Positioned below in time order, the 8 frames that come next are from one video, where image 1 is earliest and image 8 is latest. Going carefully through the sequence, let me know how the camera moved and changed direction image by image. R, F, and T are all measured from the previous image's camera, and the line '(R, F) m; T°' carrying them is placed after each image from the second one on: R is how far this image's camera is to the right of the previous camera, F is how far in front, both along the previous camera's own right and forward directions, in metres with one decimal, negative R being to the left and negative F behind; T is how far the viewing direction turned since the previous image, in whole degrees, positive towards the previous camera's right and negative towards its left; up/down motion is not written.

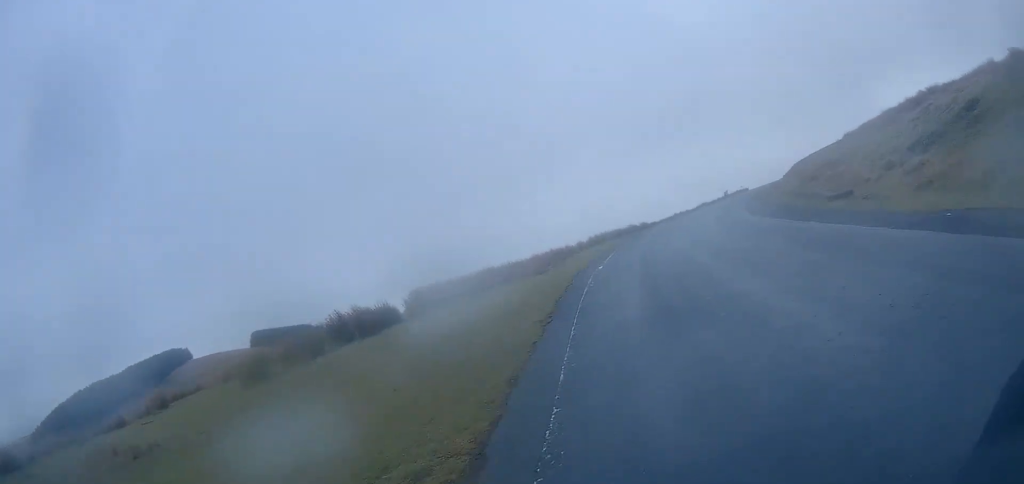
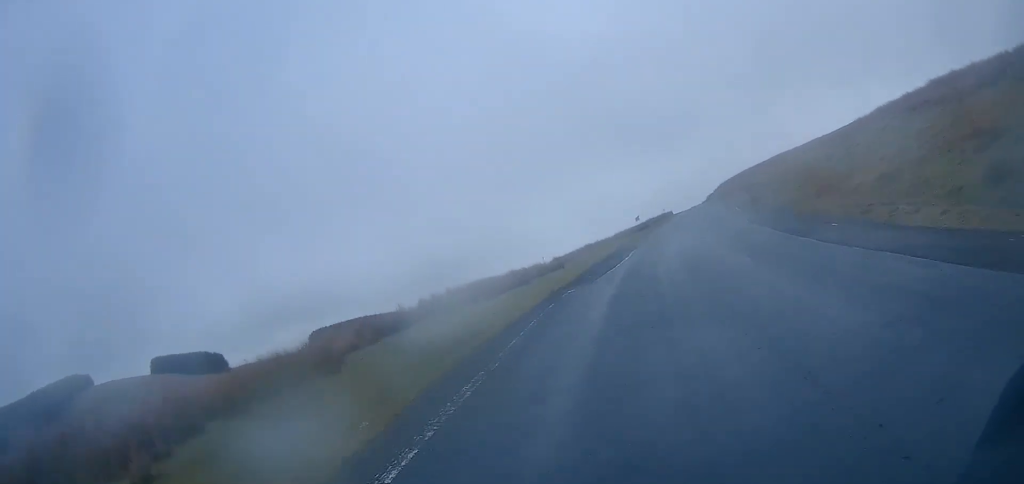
(+1.6, +20.3) m; +9°
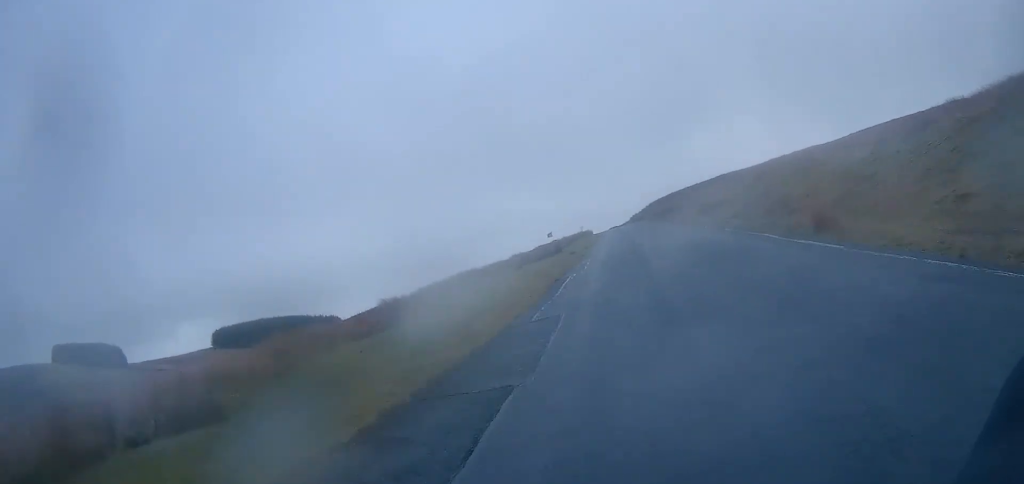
(+0.9, +19.4) m; +4°
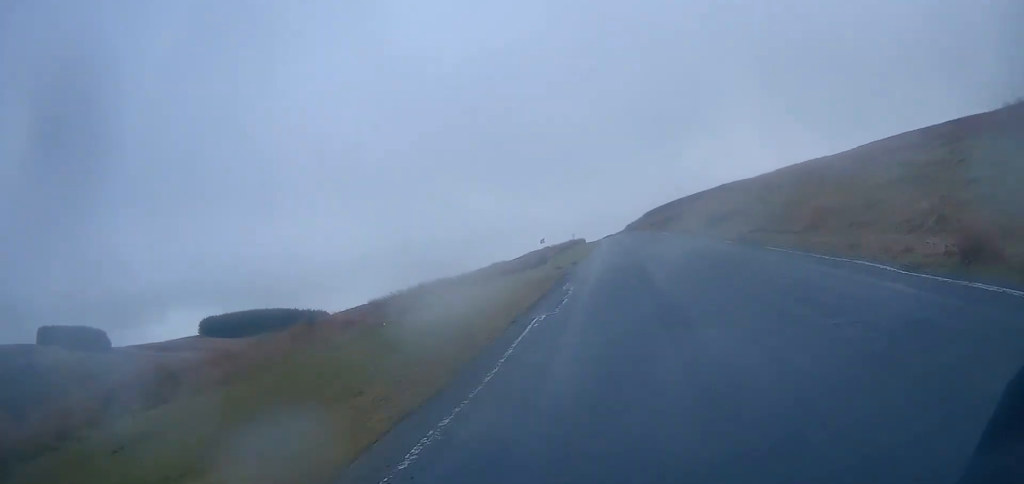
(0.0, +5.8) m; +1°
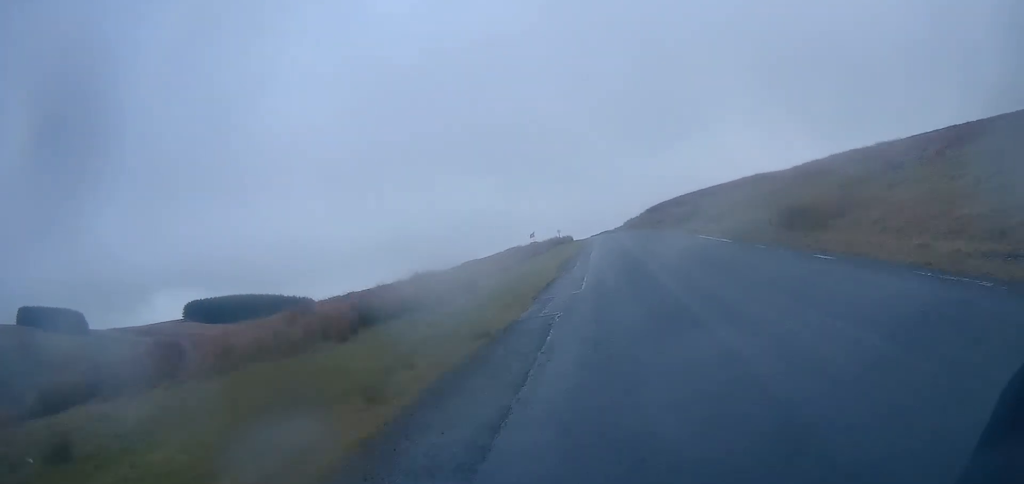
(+0.4, +16.6) m; +2°
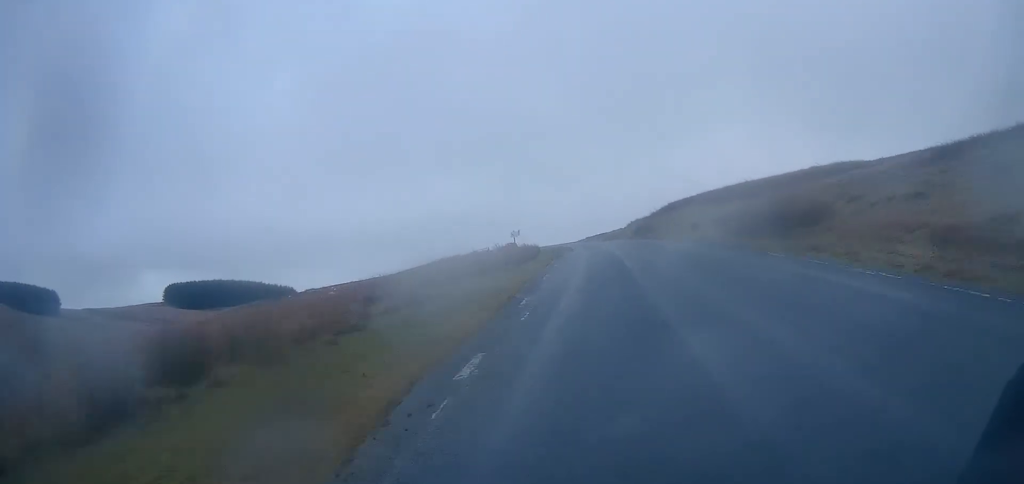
(+0.7, +27.5) m; +2°
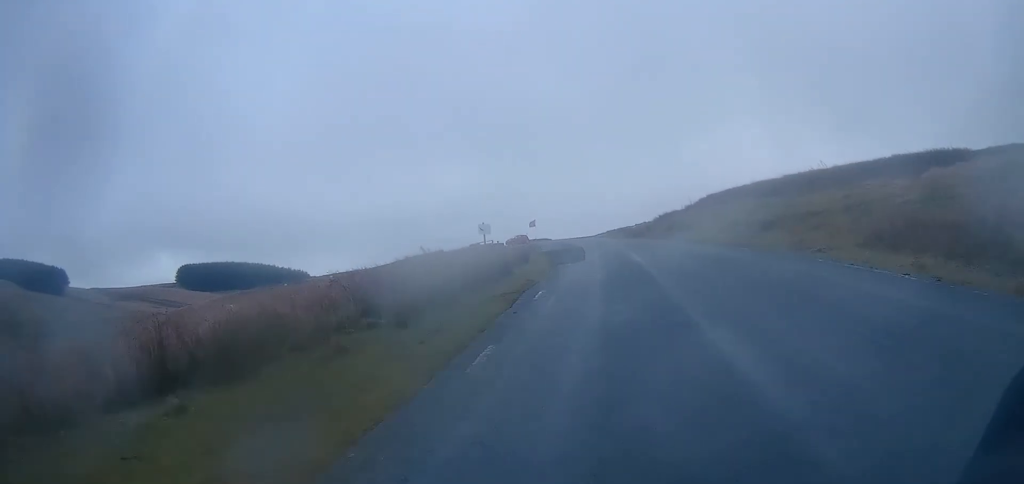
(+0.2, +12.8) m; 0°
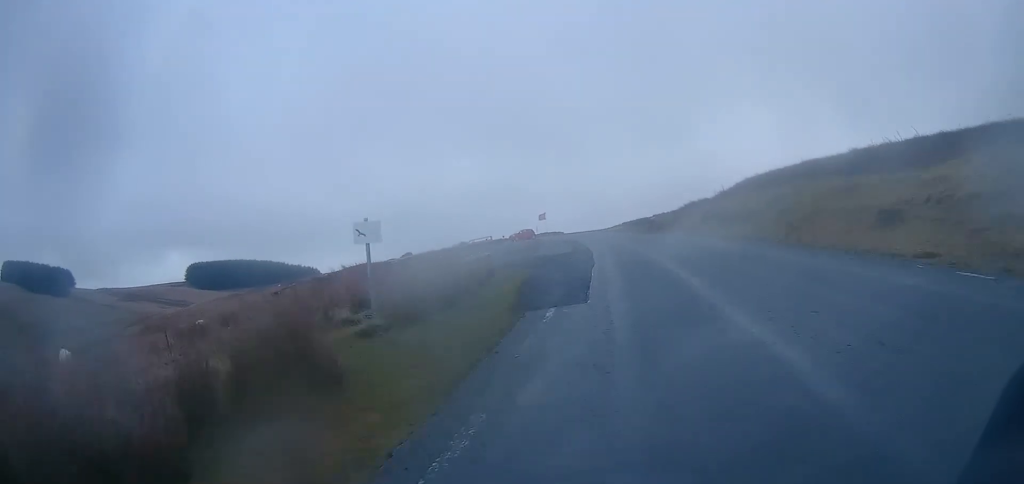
(-0.1, +10.7) m; -2°
